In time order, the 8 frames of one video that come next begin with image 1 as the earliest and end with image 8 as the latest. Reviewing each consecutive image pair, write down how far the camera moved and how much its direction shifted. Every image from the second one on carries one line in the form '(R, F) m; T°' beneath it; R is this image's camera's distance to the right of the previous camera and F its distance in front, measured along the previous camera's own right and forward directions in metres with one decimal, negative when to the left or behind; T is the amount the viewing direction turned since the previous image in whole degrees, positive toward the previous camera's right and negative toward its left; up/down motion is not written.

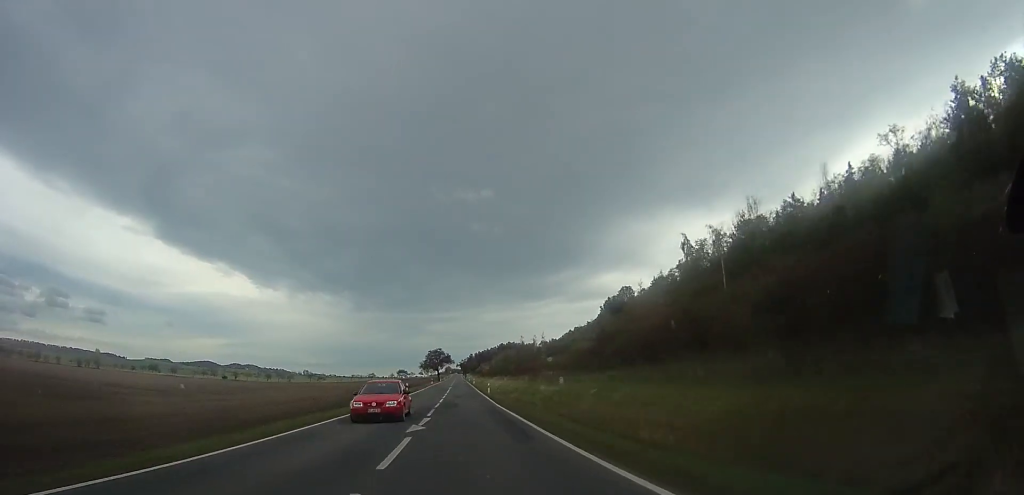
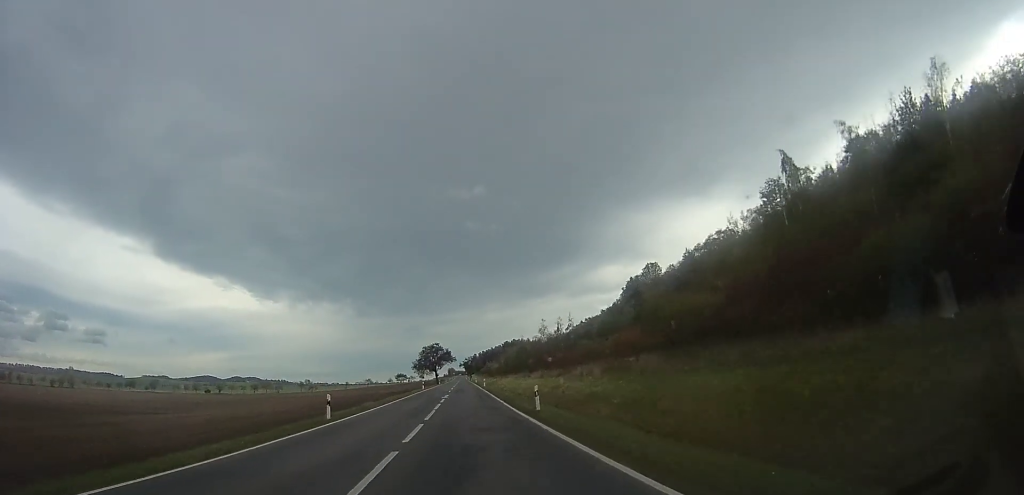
(-0.2, +32.4) m; -1°
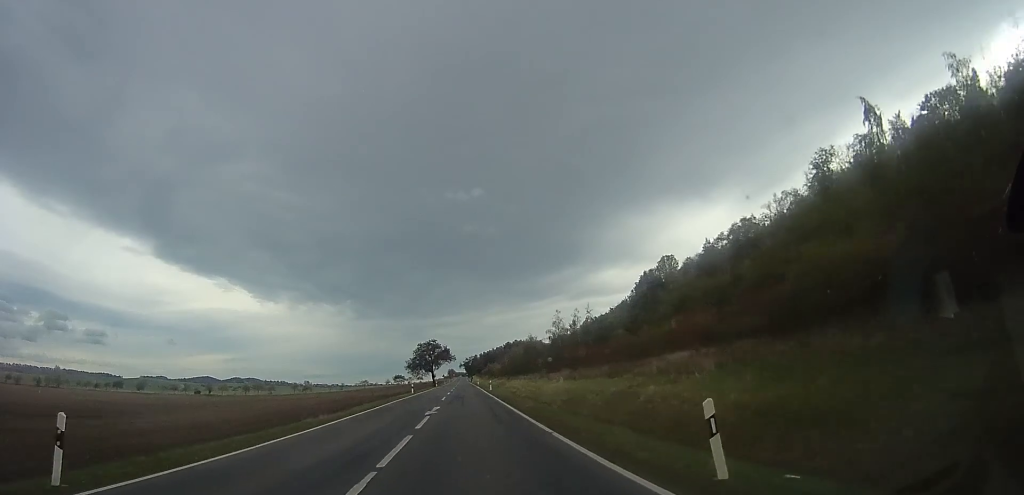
(0.0, +15.0) m; -1°
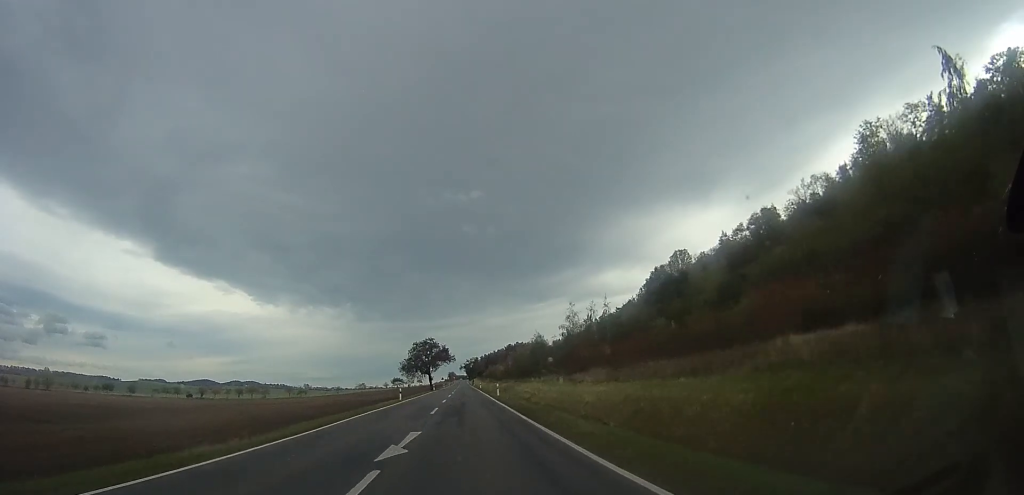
(+0.1, +10.9) m; -1°
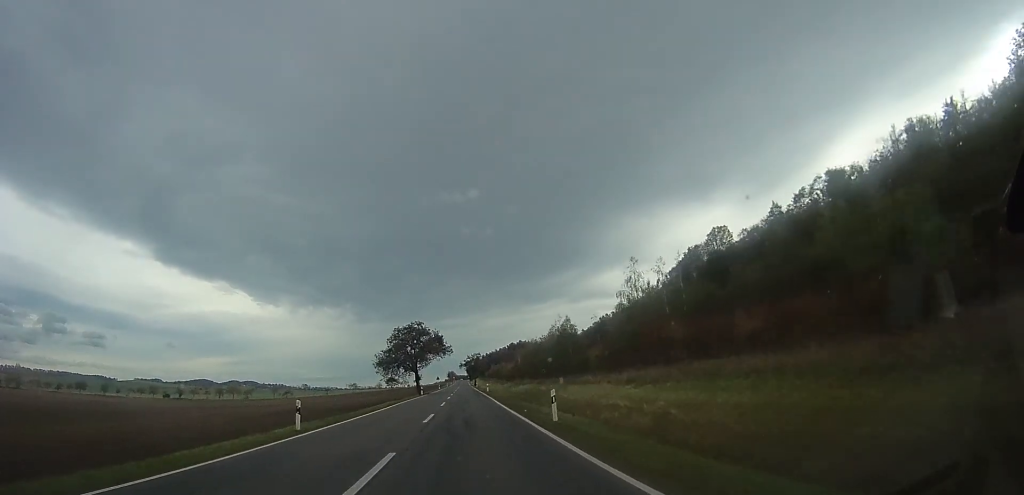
(-0.6, +27.6) m; -2°
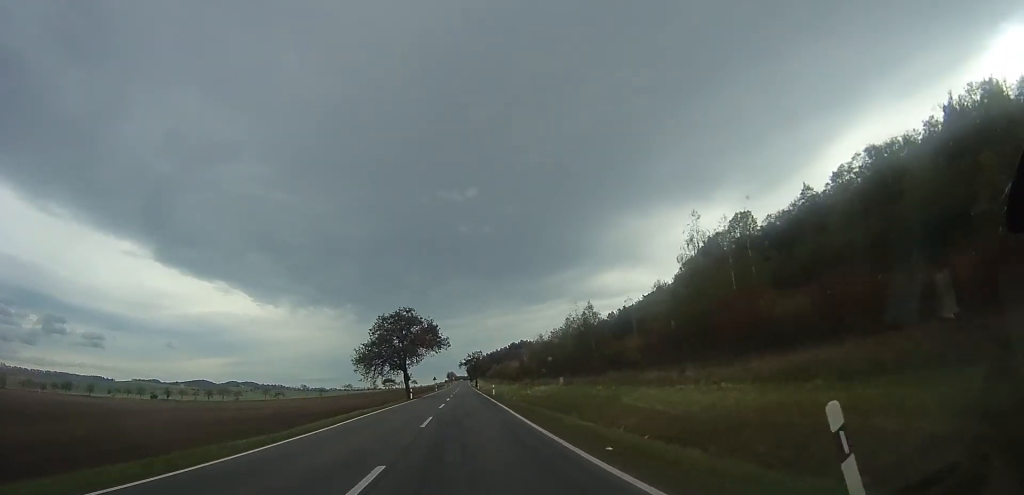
(-0.1, +13.3) m; 0°
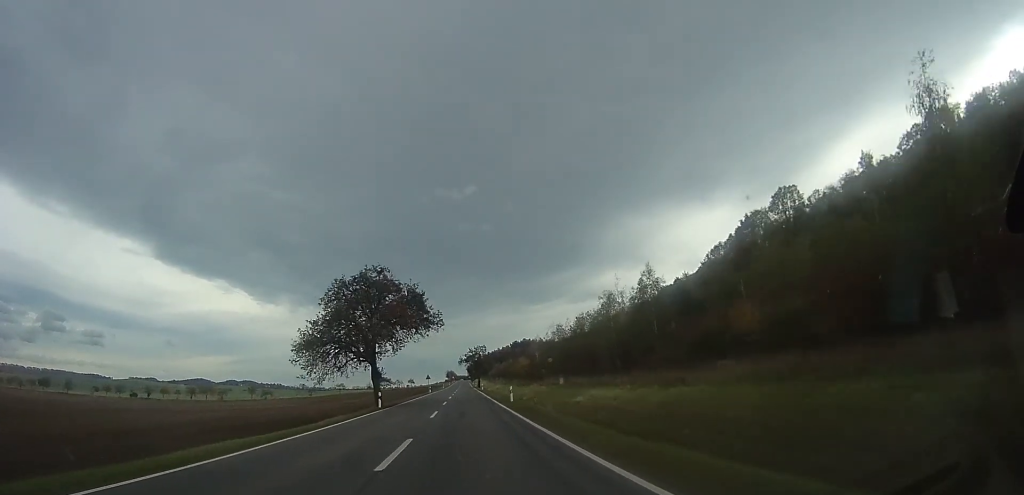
(0.0, +20.0) m; 0°
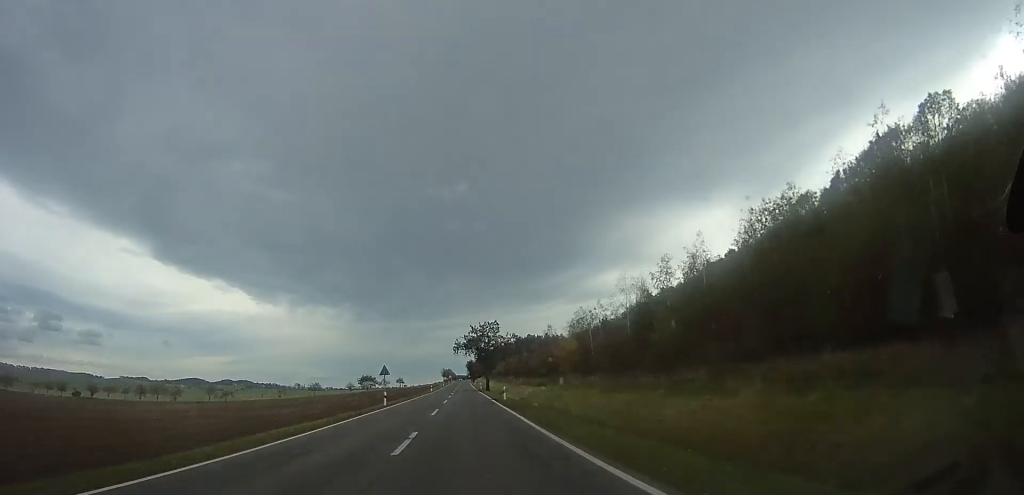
(+0.1, +45.9) m; +3°
